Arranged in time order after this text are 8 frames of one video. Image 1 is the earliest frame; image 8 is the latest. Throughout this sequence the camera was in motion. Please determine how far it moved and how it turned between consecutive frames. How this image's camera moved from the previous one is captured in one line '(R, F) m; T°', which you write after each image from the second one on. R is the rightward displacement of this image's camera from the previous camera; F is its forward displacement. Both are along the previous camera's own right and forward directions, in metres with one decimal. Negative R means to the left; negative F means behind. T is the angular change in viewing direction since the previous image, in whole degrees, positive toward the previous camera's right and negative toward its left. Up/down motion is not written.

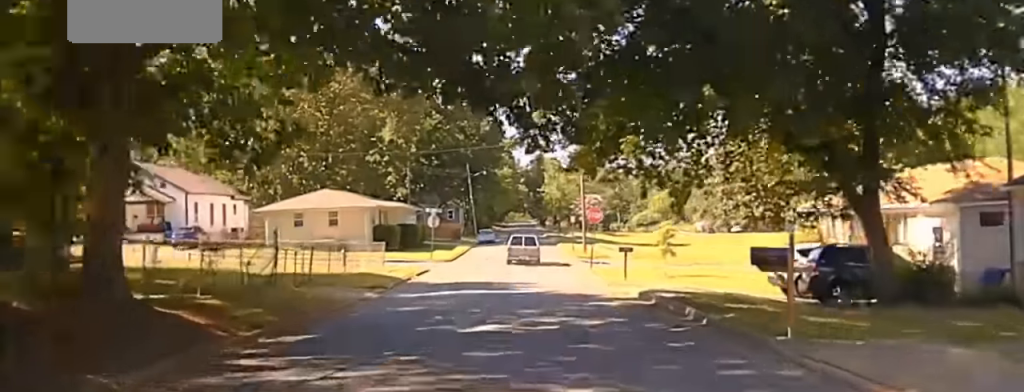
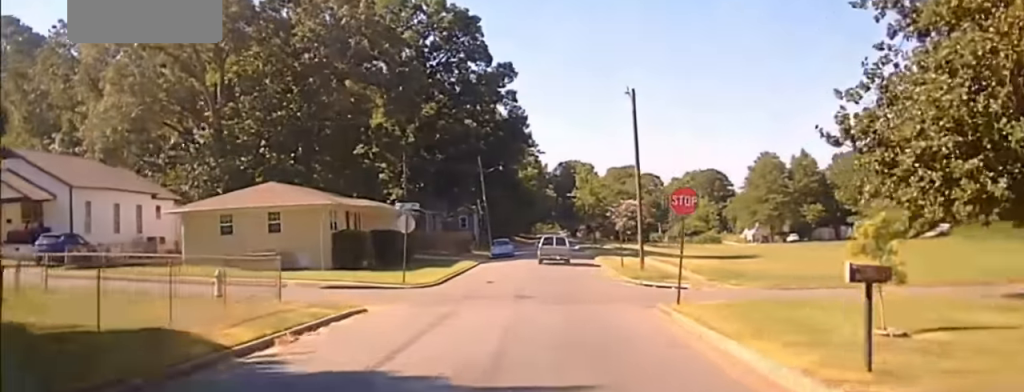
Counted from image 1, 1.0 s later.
(0.0, +25.6) m; 0°
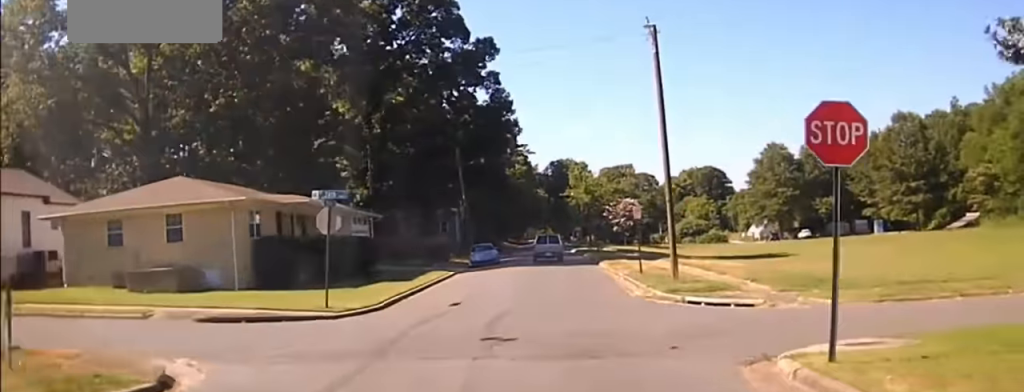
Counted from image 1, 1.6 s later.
(+0.1, +16.2) m; 0°
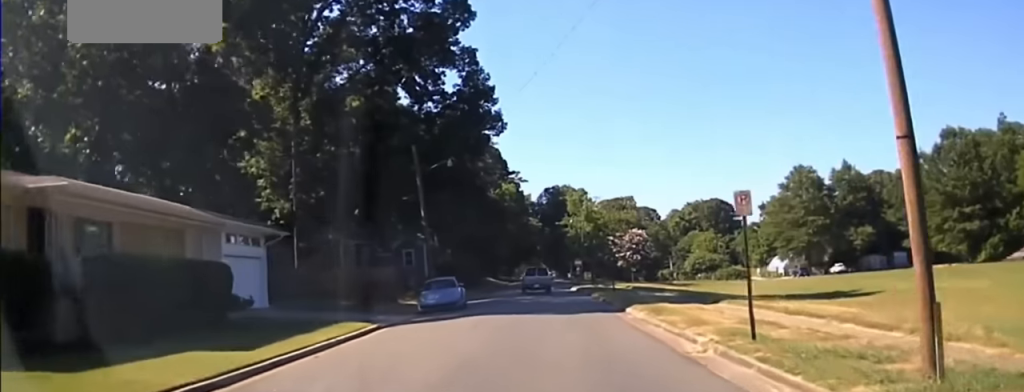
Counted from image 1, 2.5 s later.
(-0.2, +20.6) m; -1°
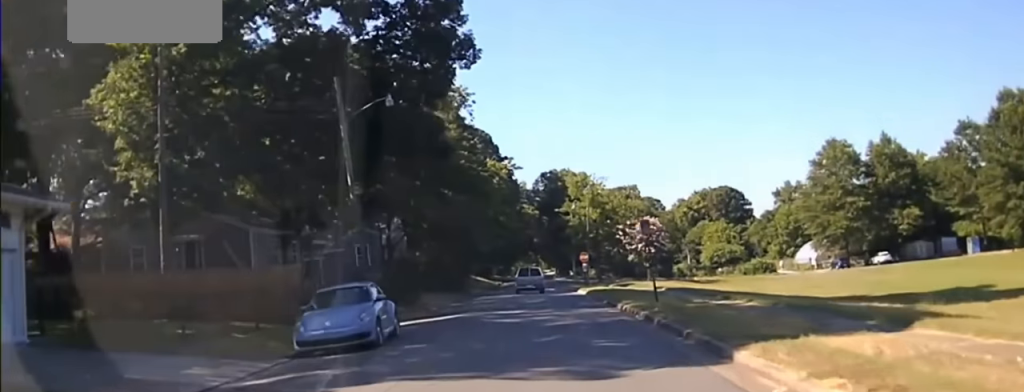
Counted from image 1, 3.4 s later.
(-0.1, +18.3) m; 0°
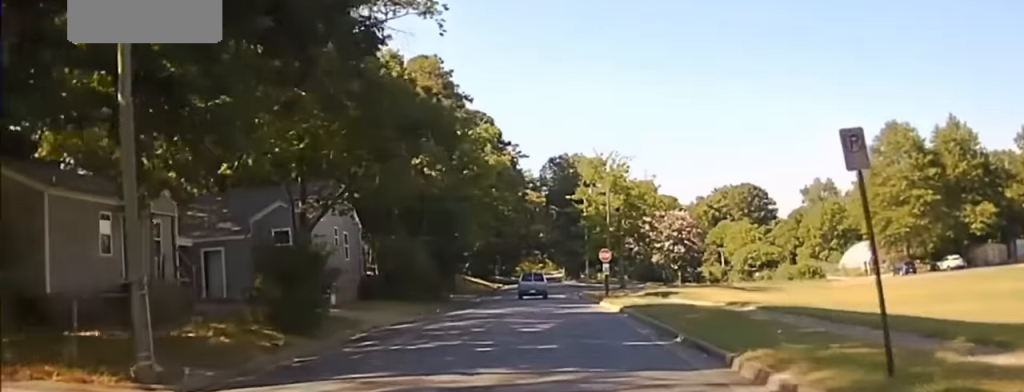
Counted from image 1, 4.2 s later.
(0.0, +16.8) m; 0°
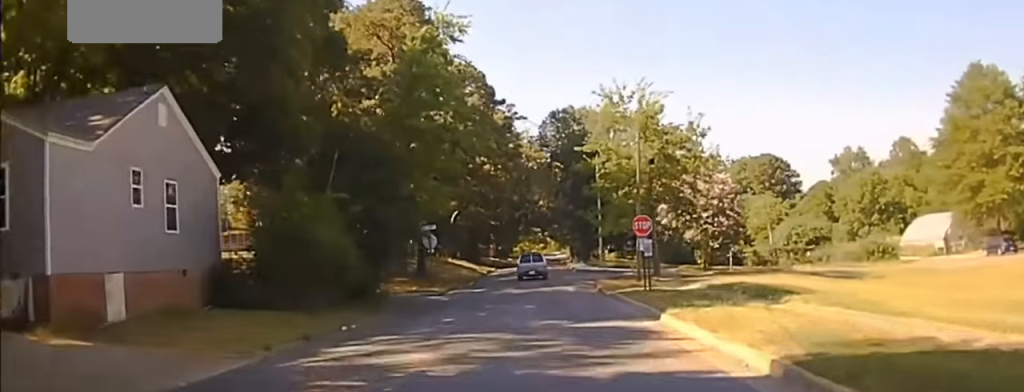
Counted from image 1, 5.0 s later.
(0.0, +18.4) m; 0°
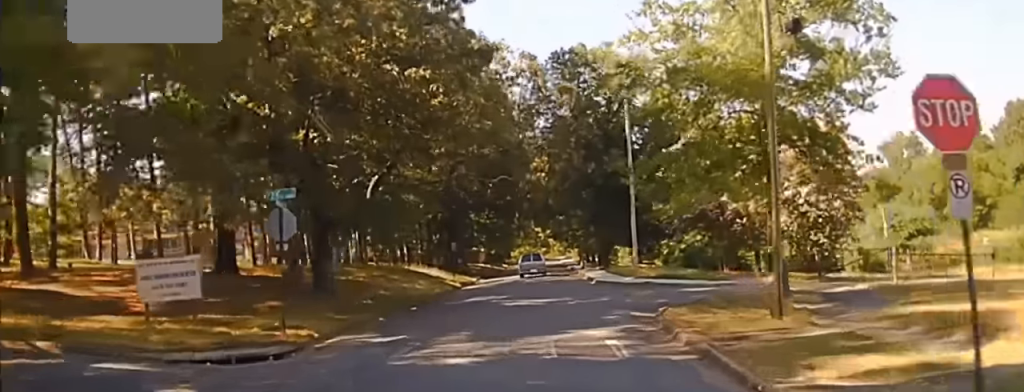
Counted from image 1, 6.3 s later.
(0.0, +32.4) m; 0°
